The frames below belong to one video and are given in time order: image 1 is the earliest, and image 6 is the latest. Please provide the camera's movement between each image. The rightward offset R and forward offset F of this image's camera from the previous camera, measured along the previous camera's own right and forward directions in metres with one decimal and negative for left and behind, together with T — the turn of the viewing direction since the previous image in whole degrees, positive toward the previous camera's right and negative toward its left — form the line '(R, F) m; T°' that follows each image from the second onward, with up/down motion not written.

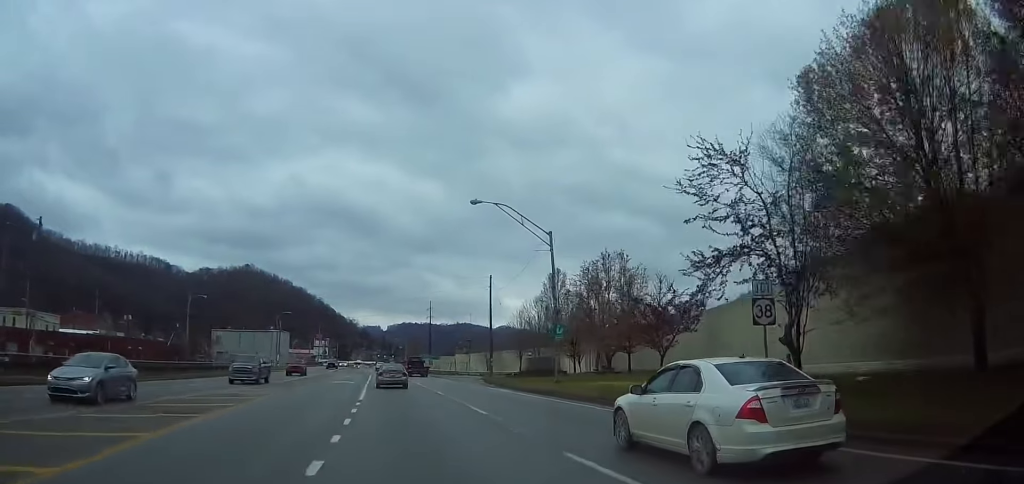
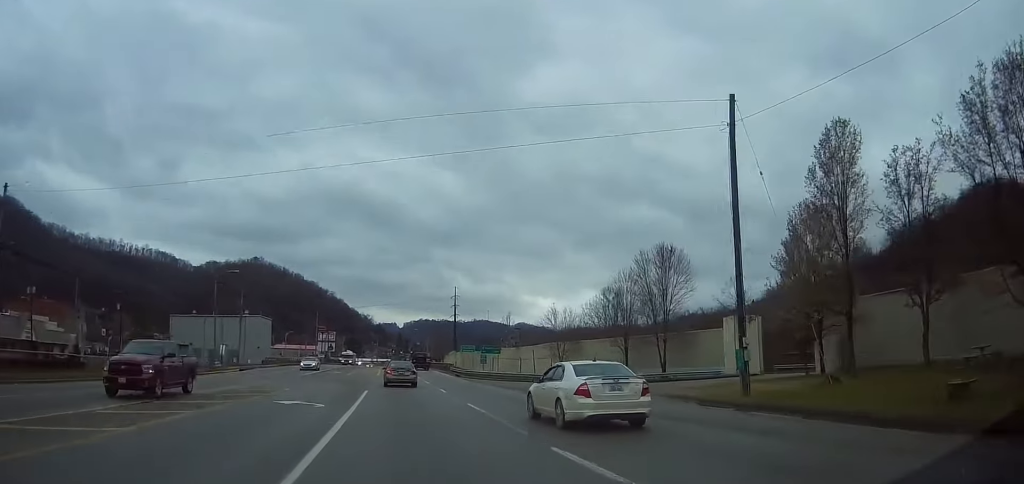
(-0.8, +46.7) m; -2°
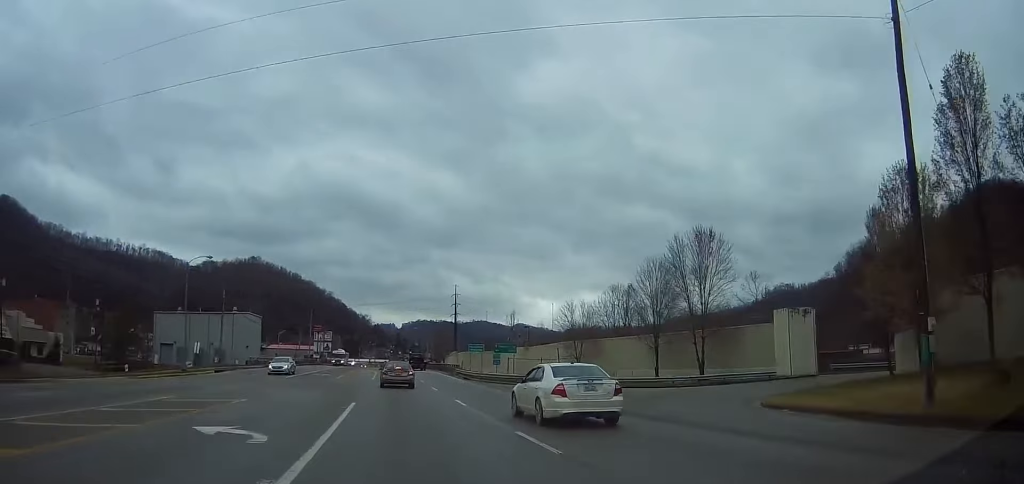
(0.0, +8.9) m; 0°
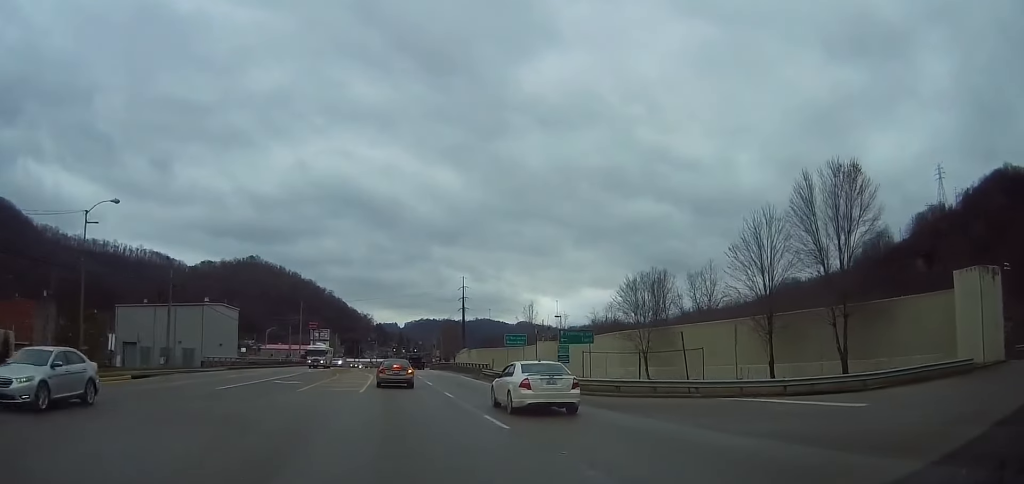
(0.0, +20.2) m; 0°
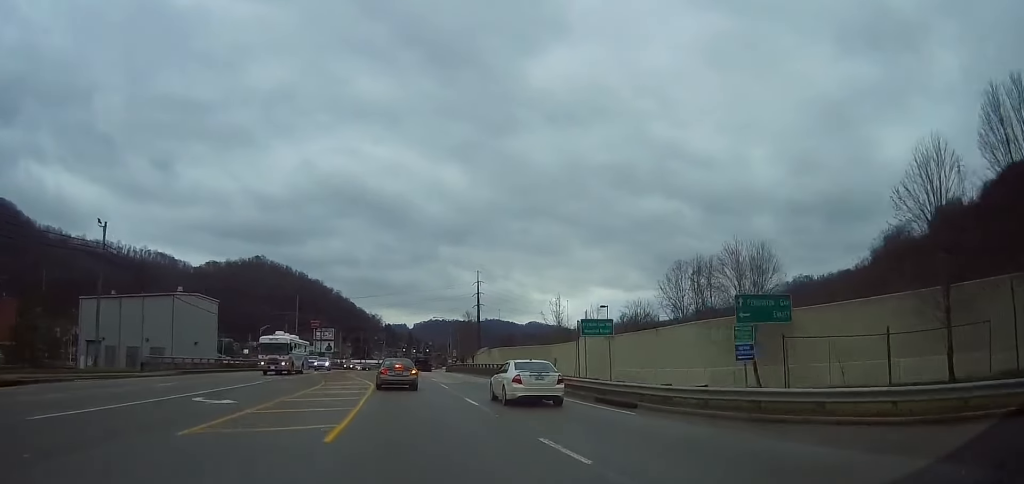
(0.0, +17.3) m; -1°
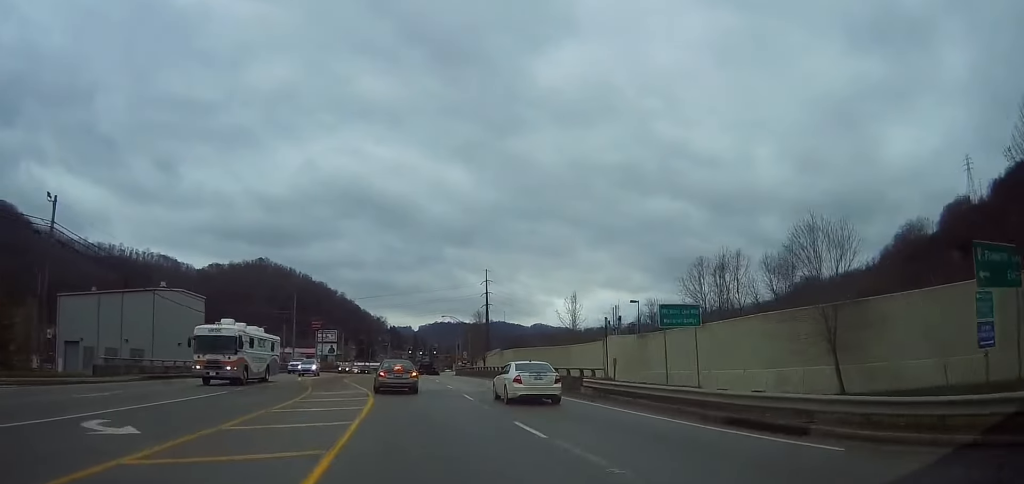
(0.0, +8.6) m; -1°
